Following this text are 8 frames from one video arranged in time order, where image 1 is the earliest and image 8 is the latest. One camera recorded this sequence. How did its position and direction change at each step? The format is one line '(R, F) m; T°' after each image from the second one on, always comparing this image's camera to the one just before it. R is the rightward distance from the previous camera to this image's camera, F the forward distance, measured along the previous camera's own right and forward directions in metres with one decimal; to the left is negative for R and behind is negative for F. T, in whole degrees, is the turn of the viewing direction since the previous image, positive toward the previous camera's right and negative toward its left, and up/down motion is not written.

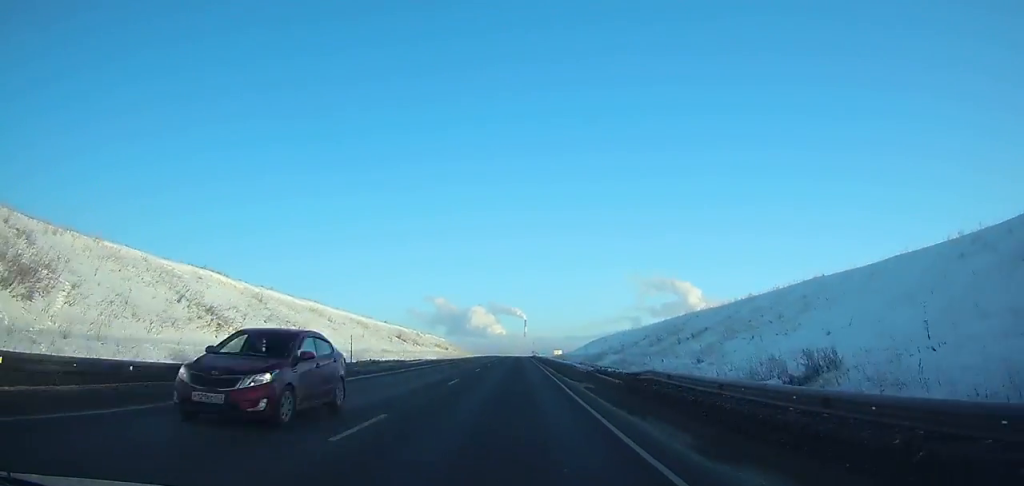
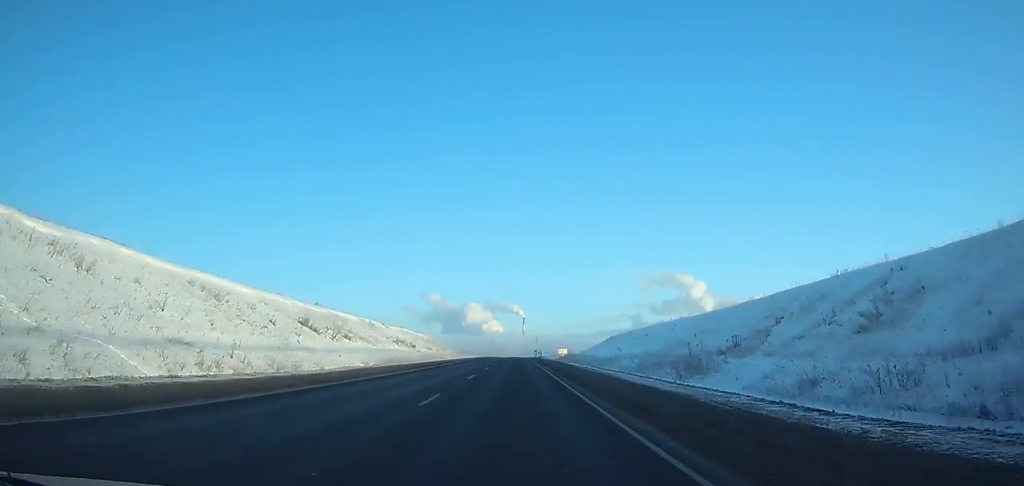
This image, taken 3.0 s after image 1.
(-0.4, +67.2) m; 0°
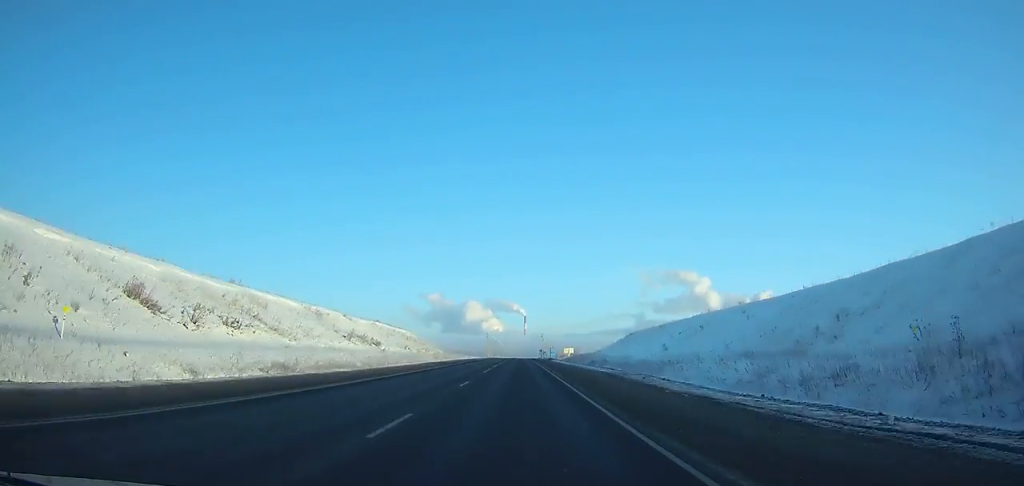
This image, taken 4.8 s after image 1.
(+0.1, +40.5) m; 0°
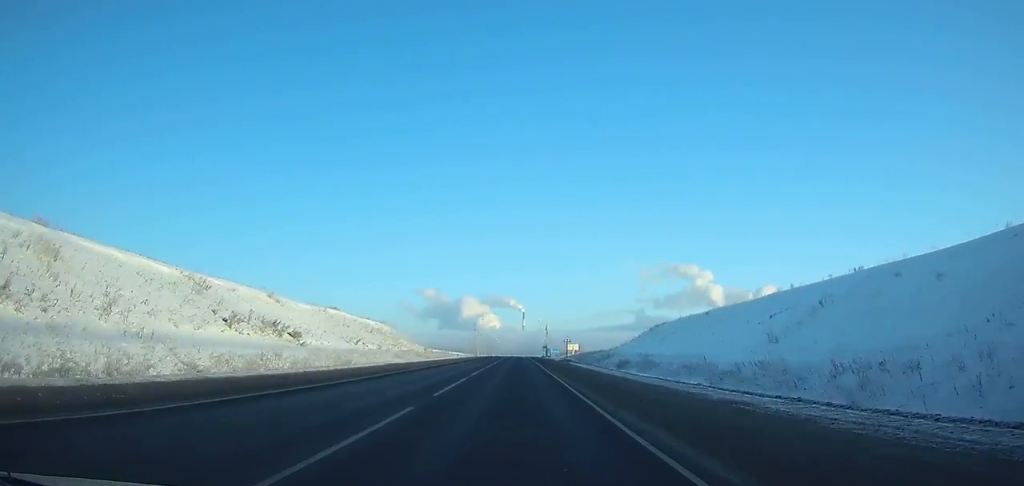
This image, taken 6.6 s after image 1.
(0.0, +40.6) m; 0°
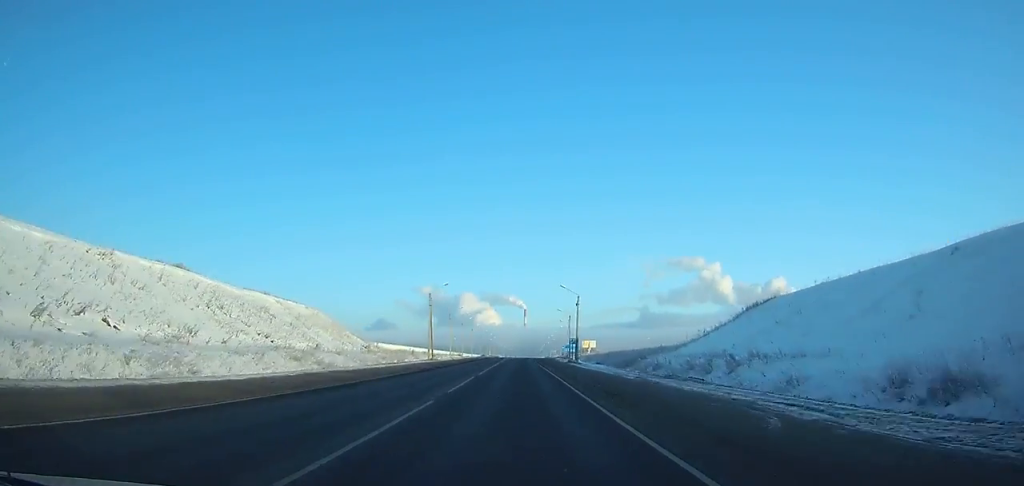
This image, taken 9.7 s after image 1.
(-0.2, +70.1) m; 0°
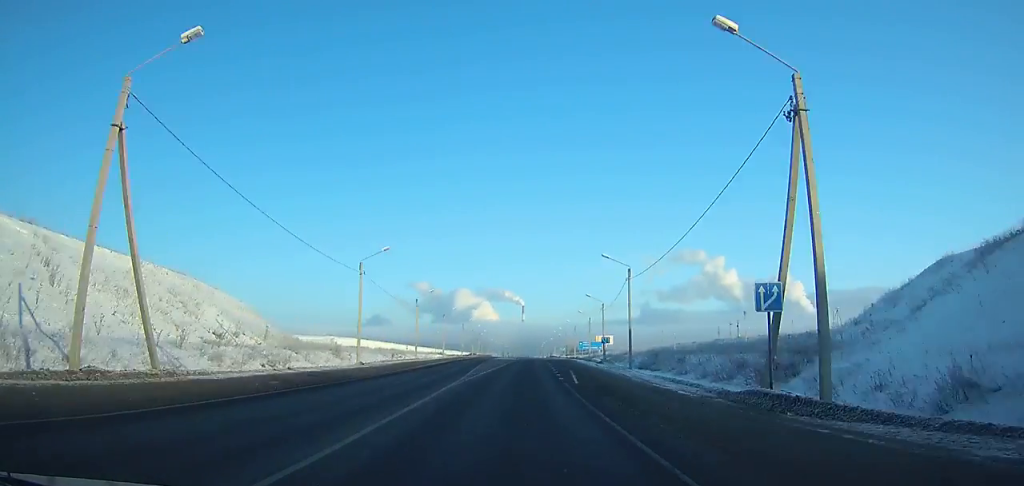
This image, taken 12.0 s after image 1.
(0.0, +51.9) m; 0°
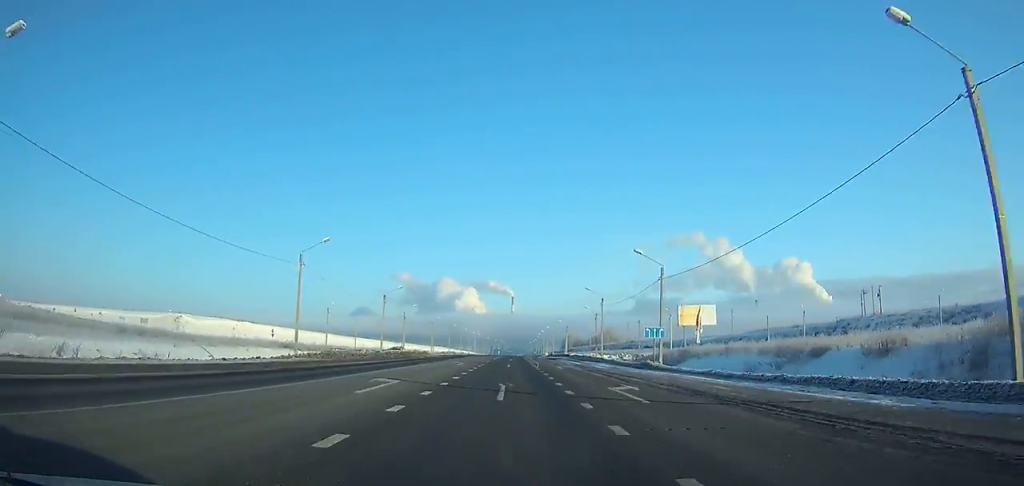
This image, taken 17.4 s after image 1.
(+1.1, +121.3) m; +1°
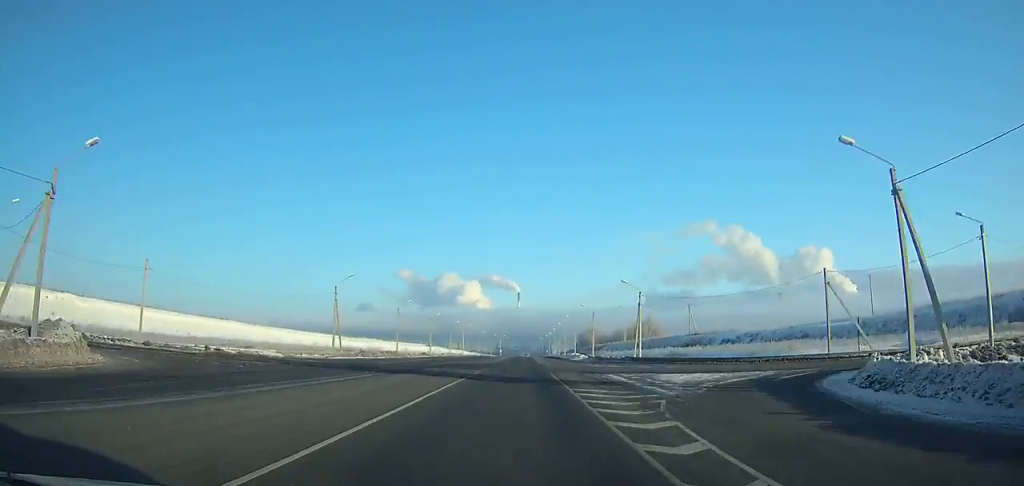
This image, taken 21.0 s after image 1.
(+0.1, +81.1) m; 0°
